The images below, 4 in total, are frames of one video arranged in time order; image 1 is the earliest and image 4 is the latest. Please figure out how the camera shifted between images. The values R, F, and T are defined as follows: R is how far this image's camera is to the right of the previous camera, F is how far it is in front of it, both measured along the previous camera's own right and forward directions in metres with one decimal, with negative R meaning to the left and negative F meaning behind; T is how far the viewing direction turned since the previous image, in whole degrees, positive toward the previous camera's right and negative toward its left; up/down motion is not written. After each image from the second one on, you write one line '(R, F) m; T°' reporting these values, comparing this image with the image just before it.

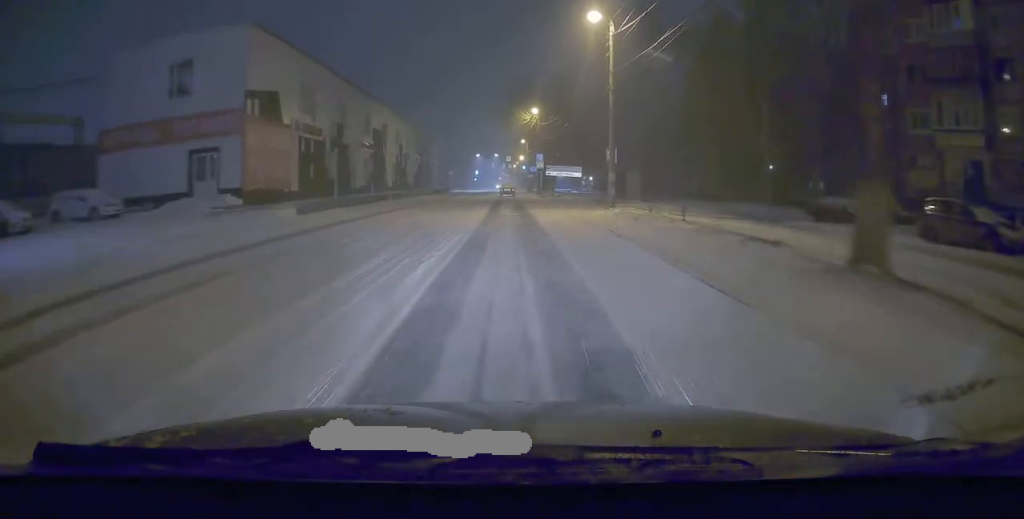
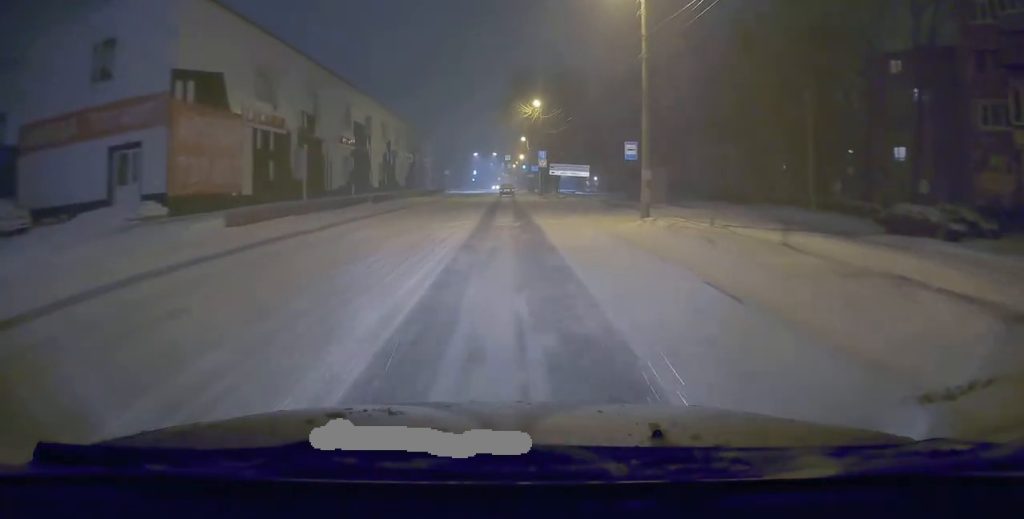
(+0.1, +6.4) m; +1°
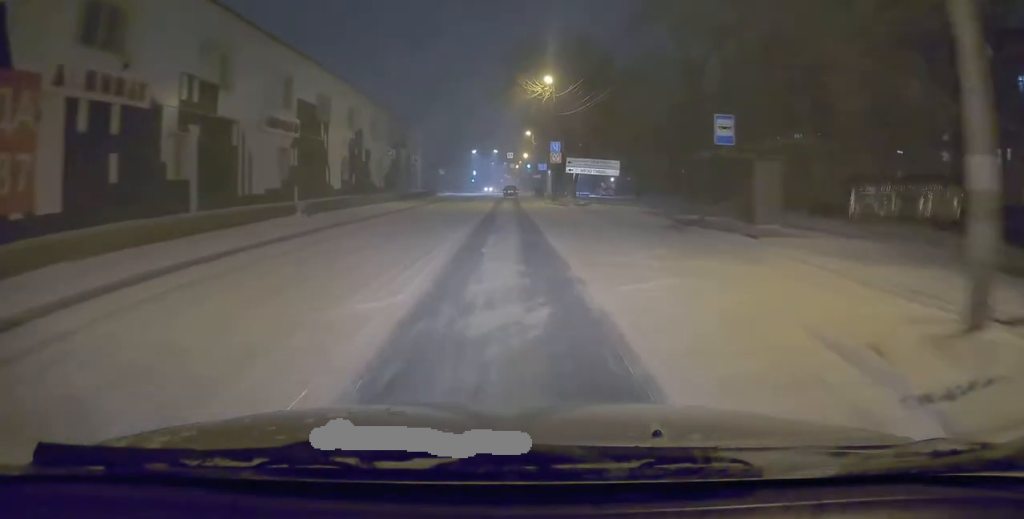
(0.0, +13.9) m; +1°
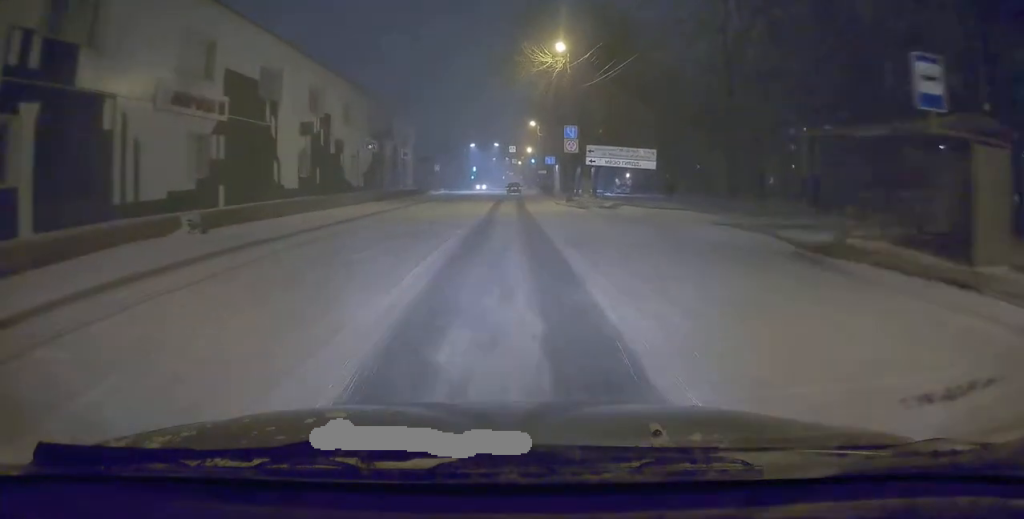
(+0.2, +9.8) m; 0°
